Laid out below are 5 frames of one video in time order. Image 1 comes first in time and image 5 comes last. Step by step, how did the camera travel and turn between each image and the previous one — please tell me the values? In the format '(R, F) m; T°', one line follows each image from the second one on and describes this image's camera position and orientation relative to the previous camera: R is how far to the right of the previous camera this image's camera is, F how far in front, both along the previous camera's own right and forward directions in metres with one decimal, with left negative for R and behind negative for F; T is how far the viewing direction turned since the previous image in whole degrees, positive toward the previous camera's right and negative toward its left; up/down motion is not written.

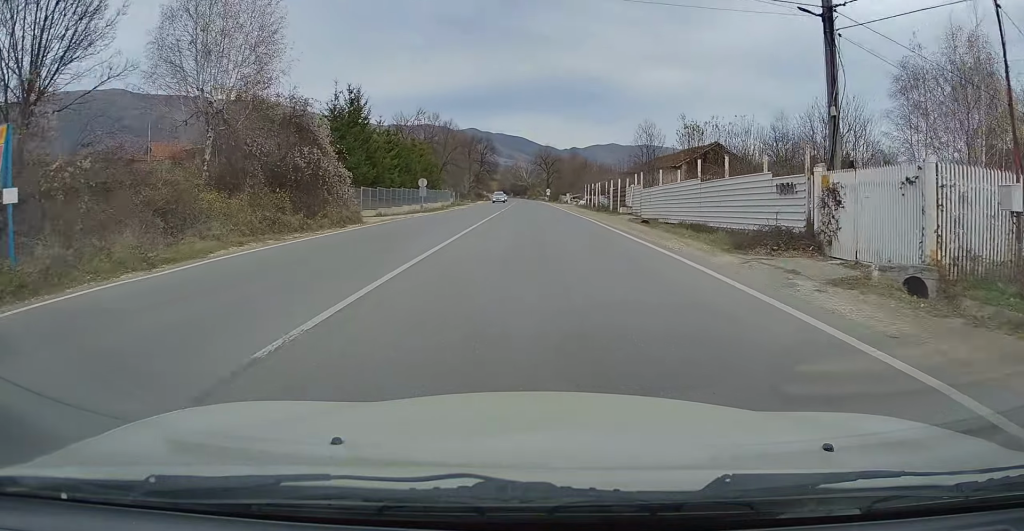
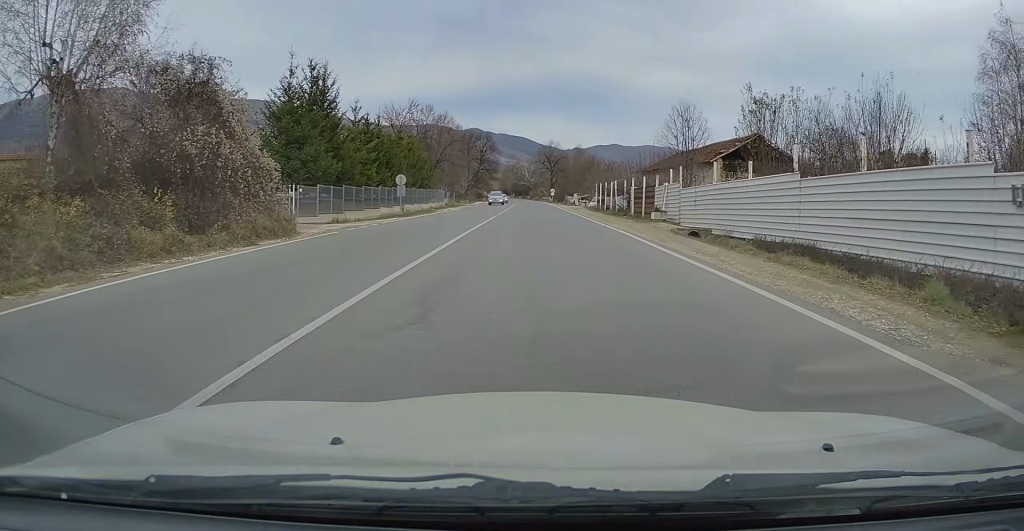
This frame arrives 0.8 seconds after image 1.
(-0.4, +10.0) m; 0°
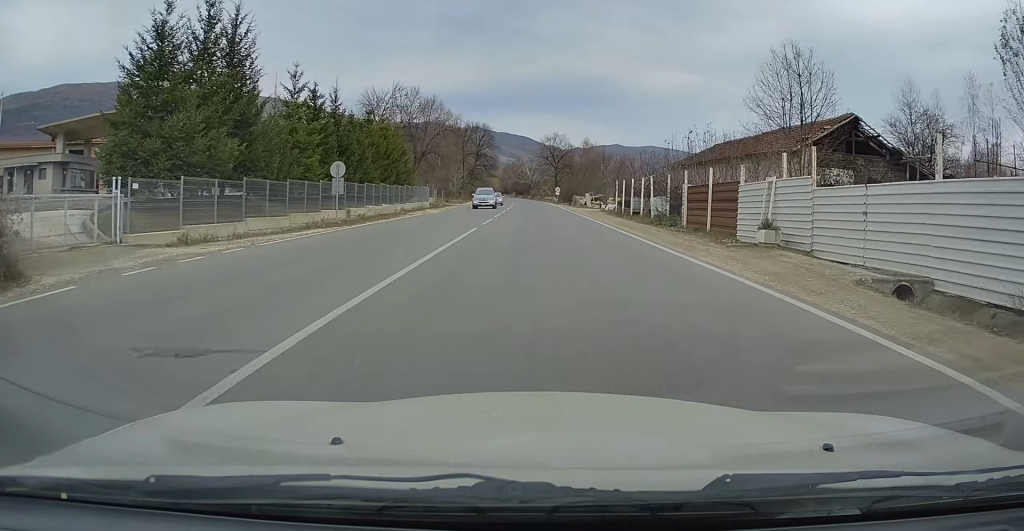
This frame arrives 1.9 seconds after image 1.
(+0.4, +14.7) m; 0°
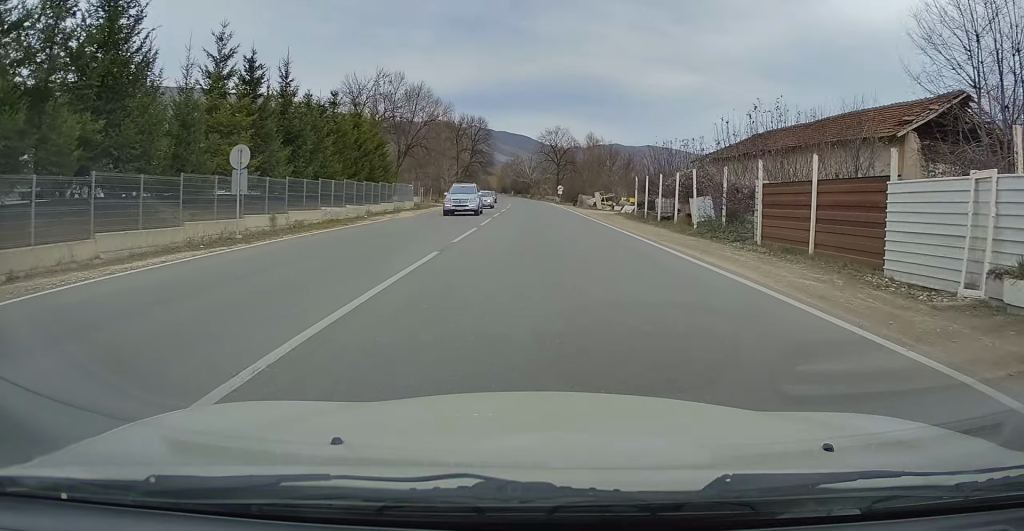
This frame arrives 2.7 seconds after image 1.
(-0.3, +10.0) m; 0°
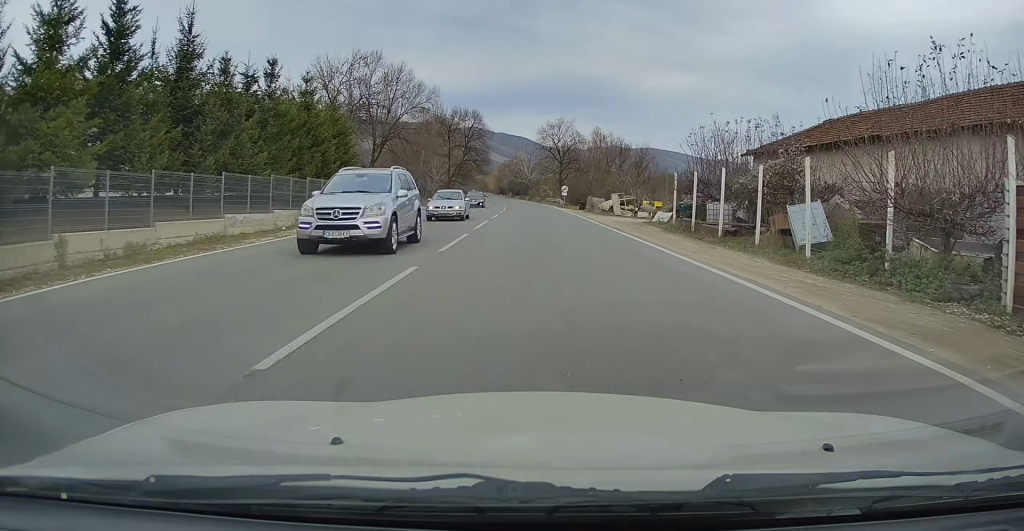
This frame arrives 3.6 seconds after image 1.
(+0.2, +11.7) m; +1°
